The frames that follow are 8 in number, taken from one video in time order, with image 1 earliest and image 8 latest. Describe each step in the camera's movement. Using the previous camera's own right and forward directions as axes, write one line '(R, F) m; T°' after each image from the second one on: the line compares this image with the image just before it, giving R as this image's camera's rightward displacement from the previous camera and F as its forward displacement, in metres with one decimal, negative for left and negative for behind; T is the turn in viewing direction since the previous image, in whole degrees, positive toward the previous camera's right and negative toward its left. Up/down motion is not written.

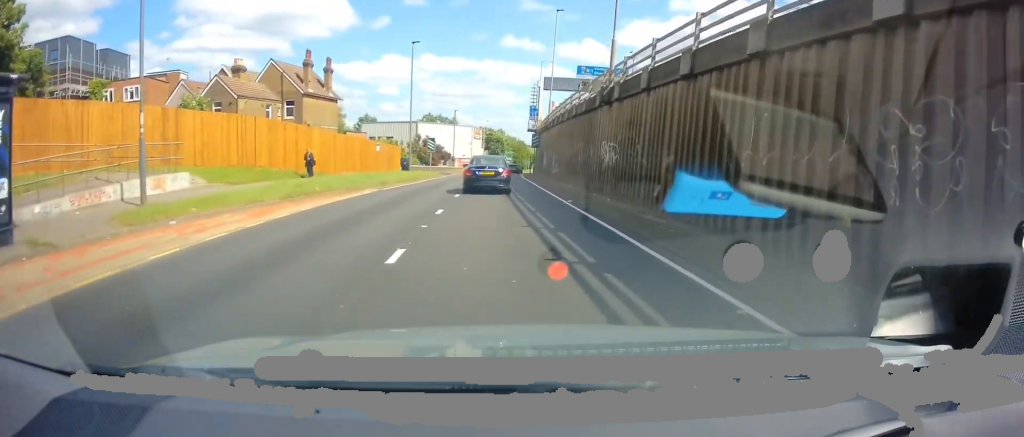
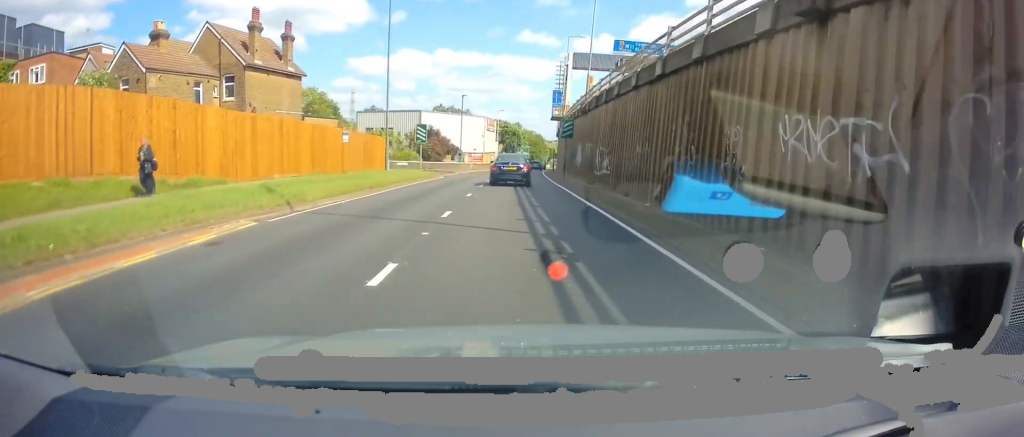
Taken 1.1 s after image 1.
(-0.4, +13.1) m; -3°
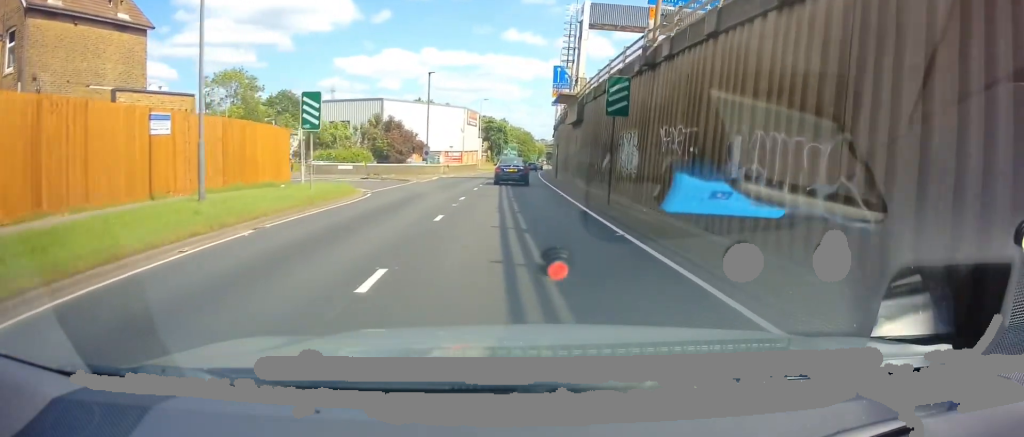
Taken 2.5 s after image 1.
(0.0, +18.1) m; 0°
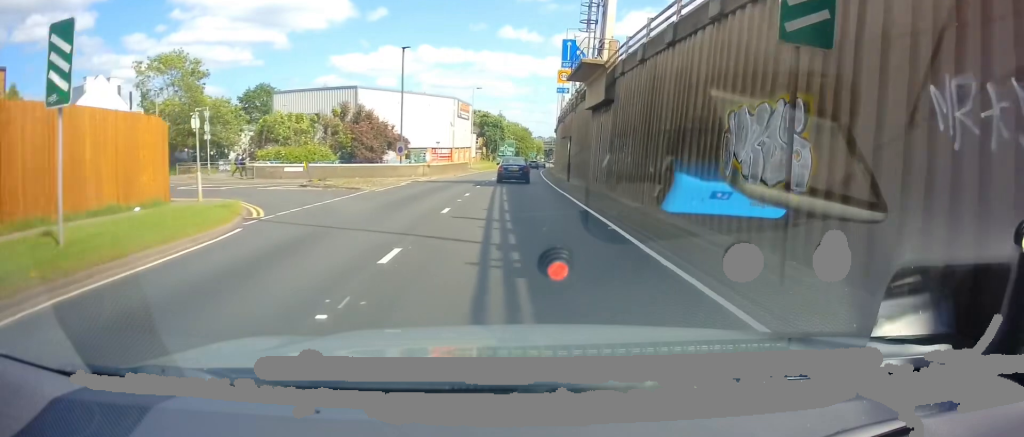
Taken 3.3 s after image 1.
(-0.1, +10.5) m; 0°
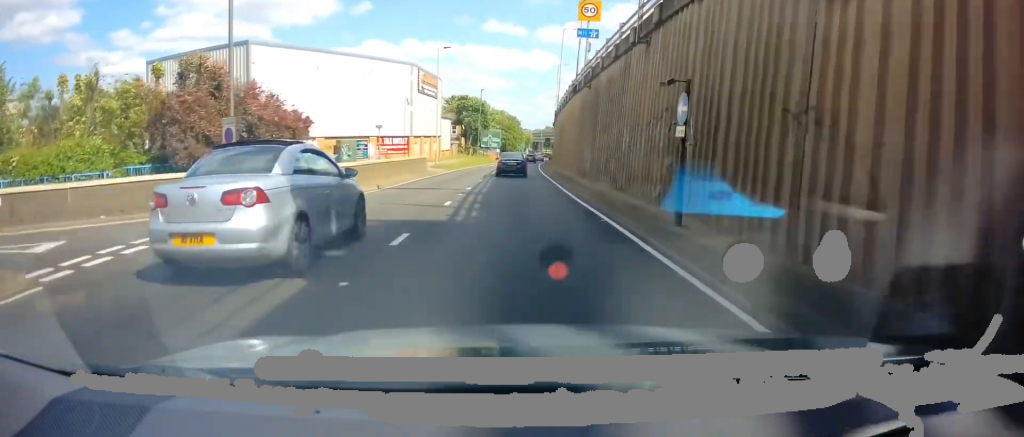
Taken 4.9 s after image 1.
(+0.2, +22.0) m; +2°
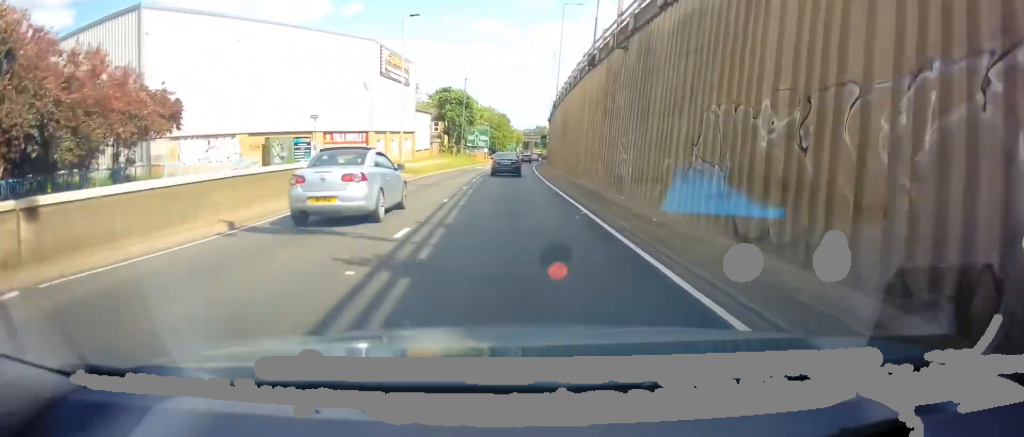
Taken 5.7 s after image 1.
(+0.2, +11.2) m; +1°
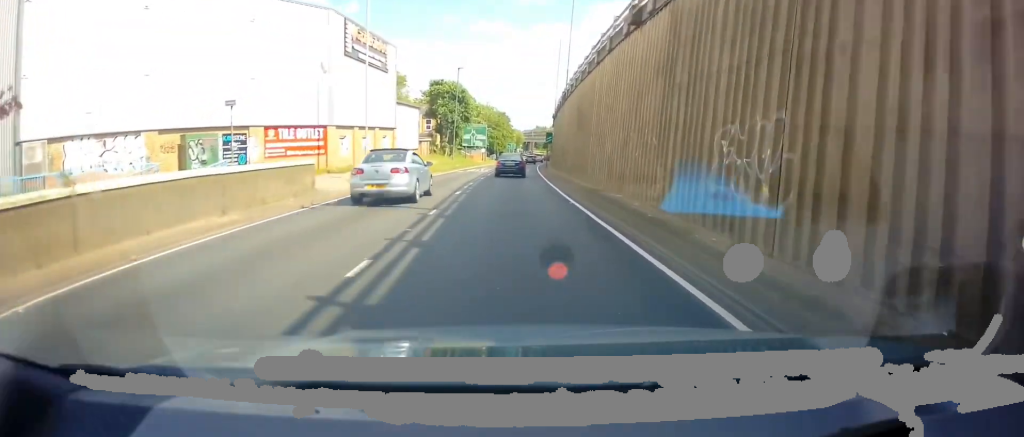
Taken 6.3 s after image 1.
(0.0, +9.0) m; 0°
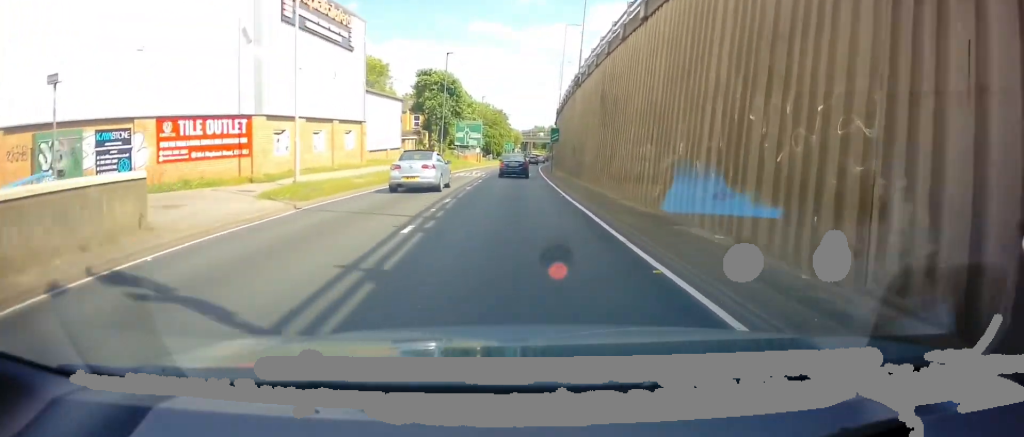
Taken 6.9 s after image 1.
(0.0, +9.1) m; 0°
